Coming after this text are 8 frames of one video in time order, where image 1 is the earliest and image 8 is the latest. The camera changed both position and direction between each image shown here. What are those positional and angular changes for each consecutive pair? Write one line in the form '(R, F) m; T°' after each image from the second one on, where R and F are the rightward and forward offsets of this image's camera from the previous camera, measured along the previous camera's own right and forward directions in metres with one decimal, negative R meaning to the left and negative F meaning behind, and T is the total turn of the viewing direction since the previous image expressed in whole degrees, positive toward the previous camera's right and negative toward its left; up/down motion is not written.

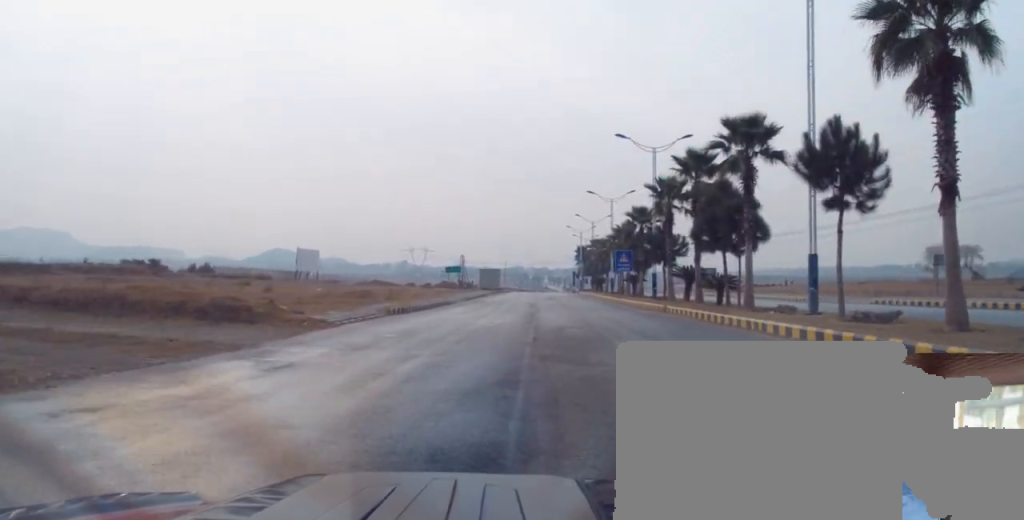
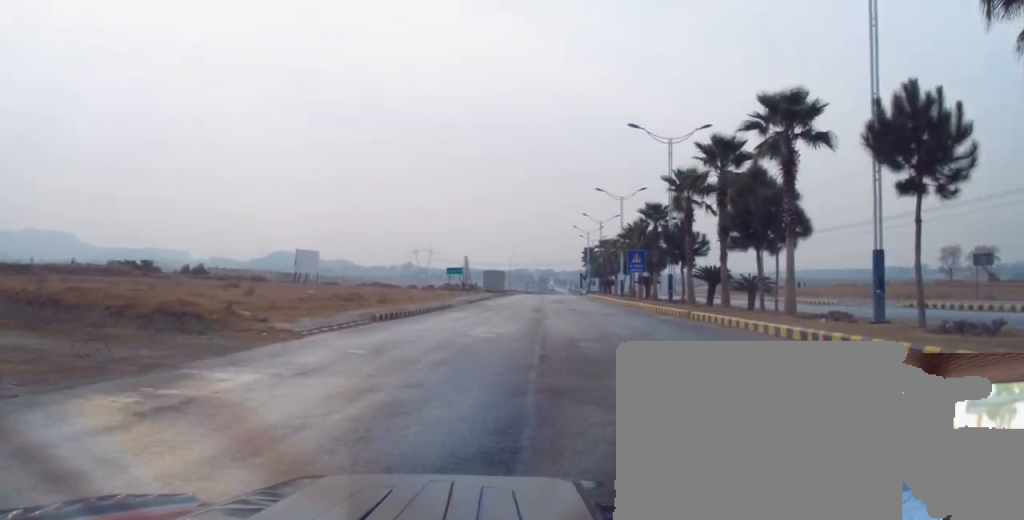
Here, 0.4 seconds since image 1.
(-0.2, +3.7) m; -1°
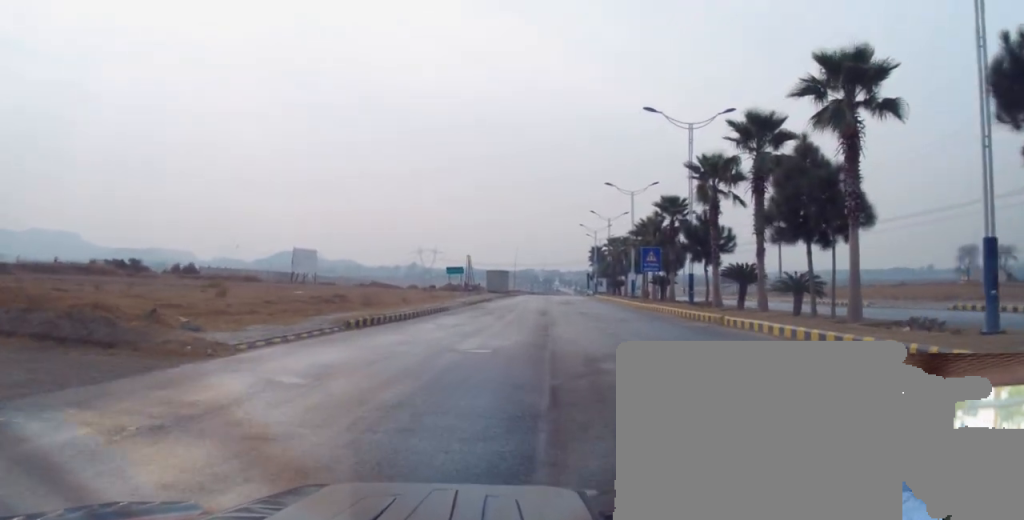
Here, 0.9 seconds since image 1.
(-0.2, +4.1) m; -1°
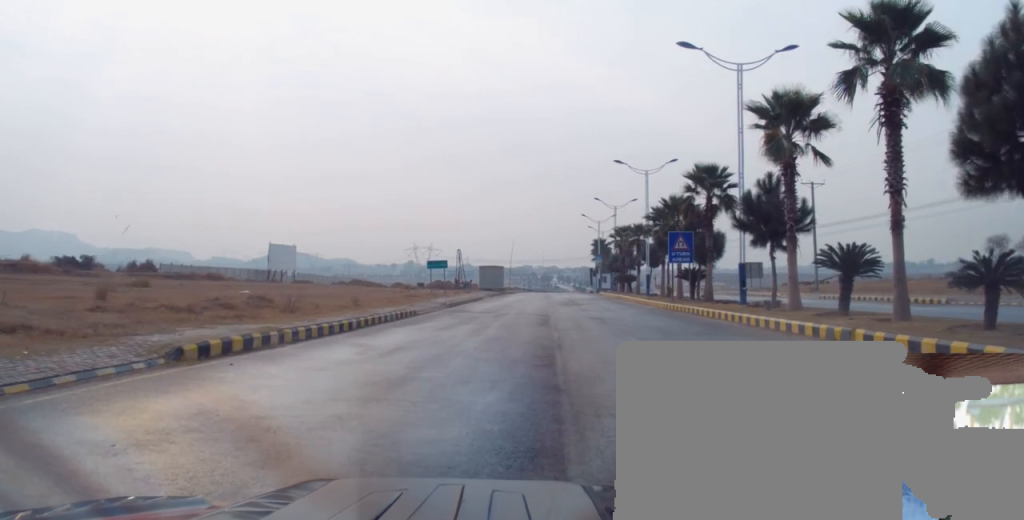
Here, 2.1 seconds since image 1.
(+0.3, +10.4) m; +4°
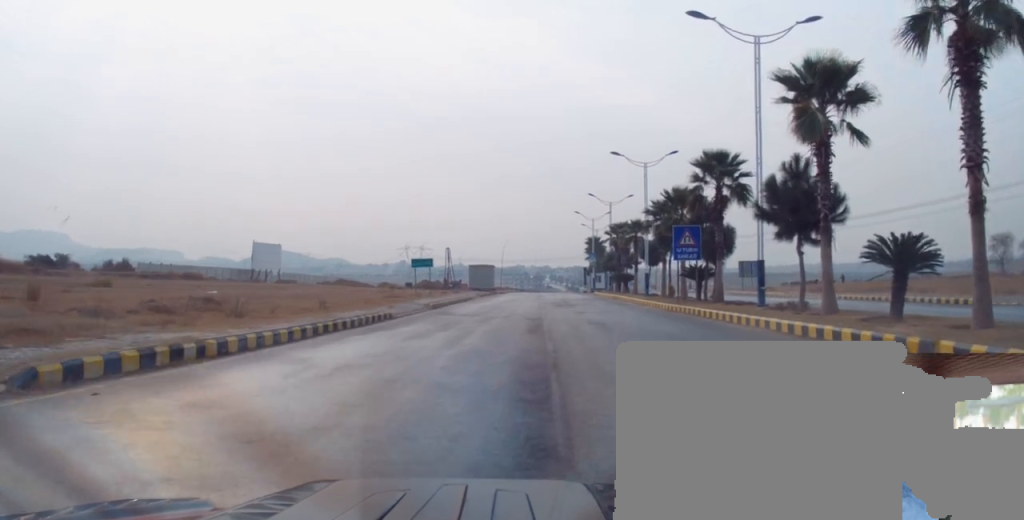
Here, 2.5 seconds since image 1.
(+0.1, +3.6) m; +1°
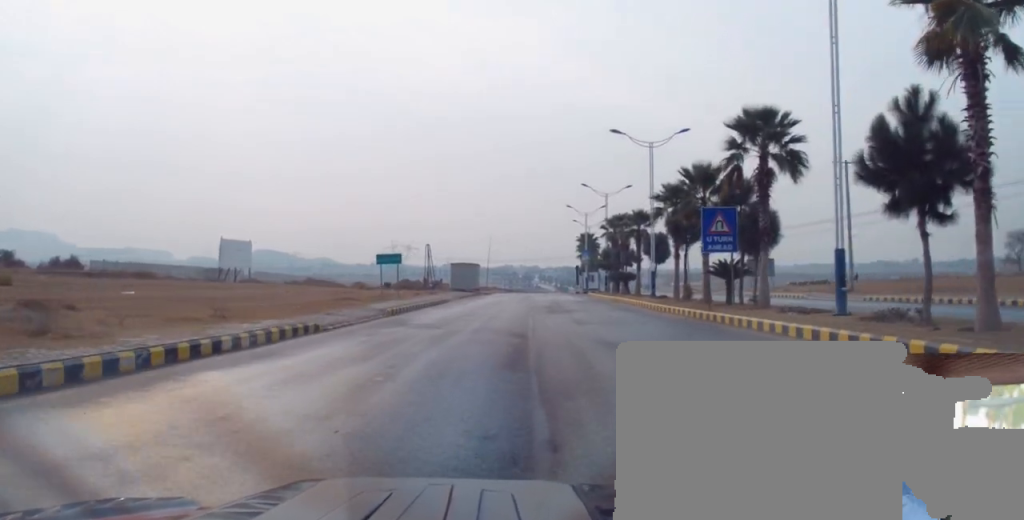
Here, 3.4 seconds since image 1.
(+0.2, +8.0) m; +1°
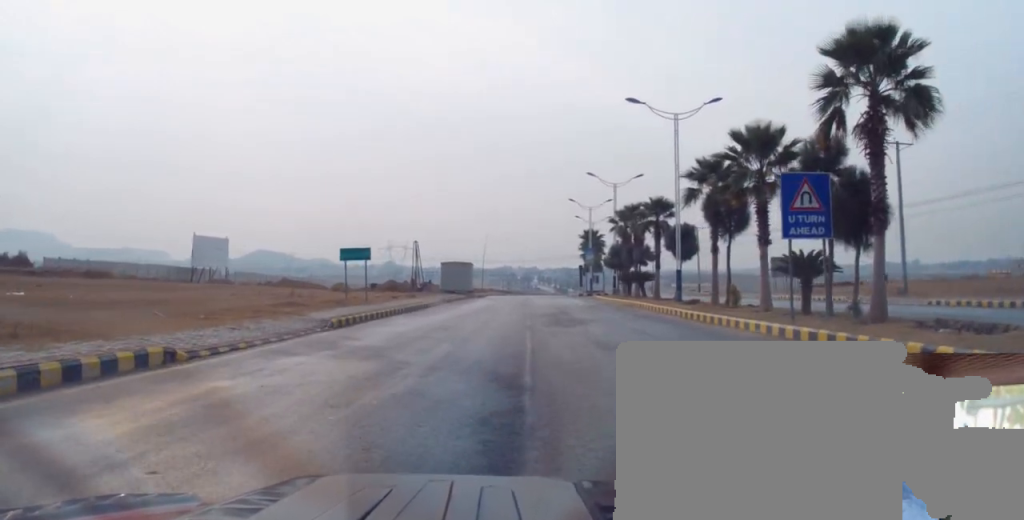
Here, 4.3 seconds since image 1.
(+0.1, +8.3) m; -1°
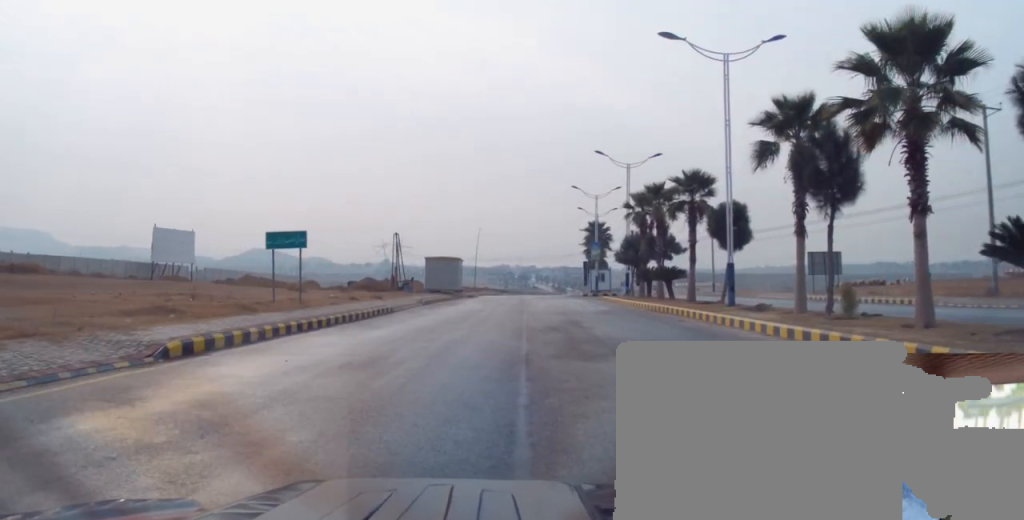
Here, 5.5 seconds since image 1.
(-0.3, +10.5) m; -1°
